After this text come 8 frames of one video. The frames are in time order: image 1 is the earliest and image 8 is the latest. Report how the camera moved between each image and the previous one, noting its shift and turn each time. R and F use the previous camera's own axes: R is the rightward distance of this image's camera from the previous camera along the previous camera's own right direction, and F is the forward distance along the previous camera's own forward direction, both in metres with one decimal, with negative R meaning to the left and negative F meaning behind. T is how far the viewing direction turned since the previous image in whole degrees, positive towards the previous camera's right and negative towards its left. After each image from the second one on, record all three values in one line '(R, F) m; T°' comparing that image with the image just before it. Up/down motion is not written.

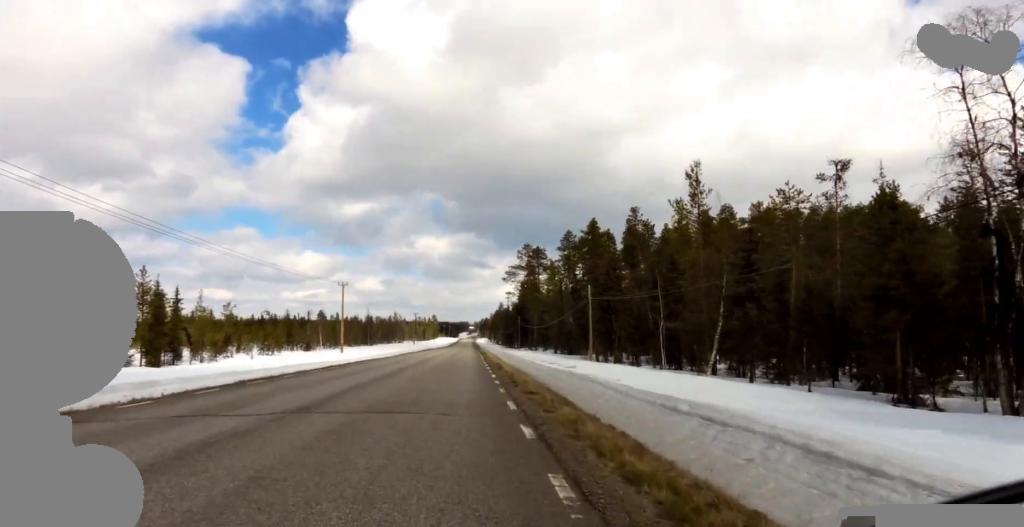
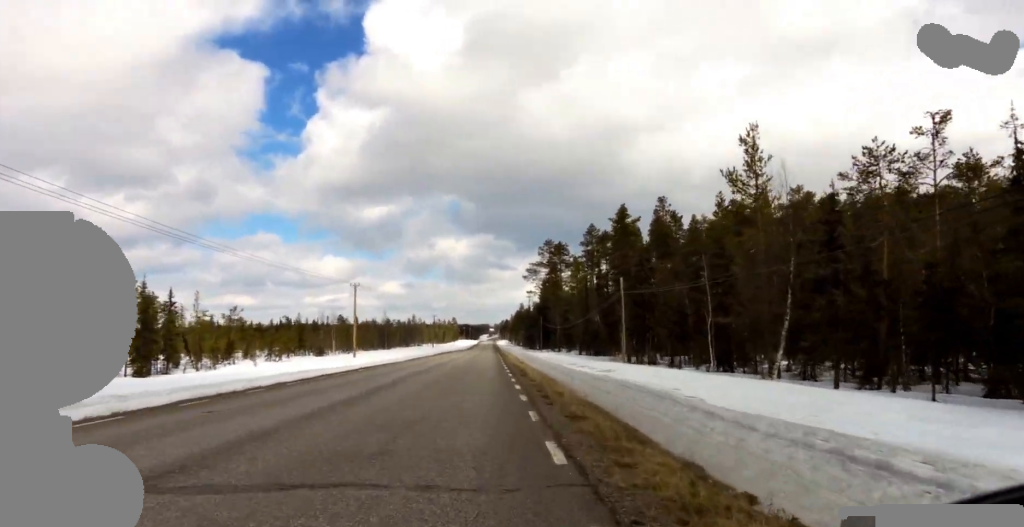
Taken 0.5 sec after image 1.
(0.0, +4.4) m; 0°
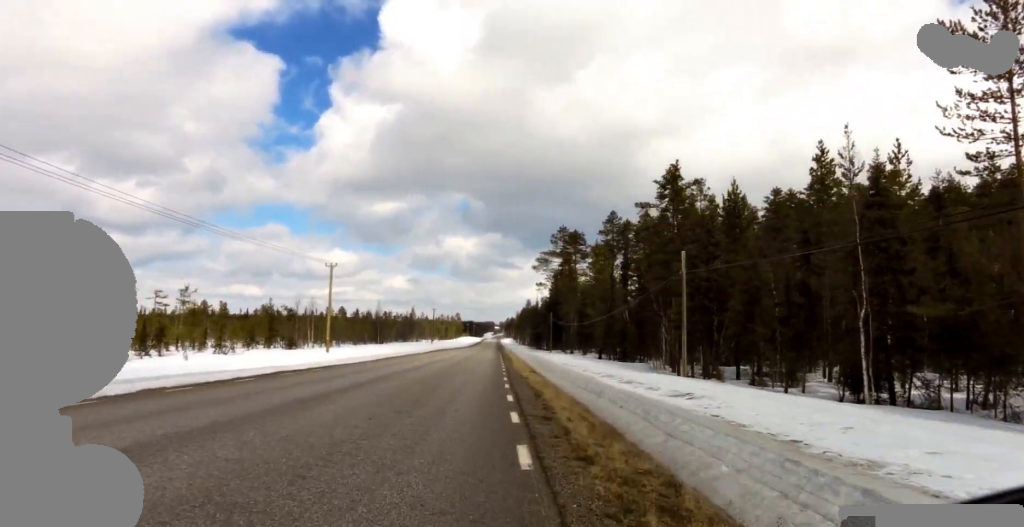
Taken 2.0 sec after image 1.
(-0.5, +11.8) m; -1°
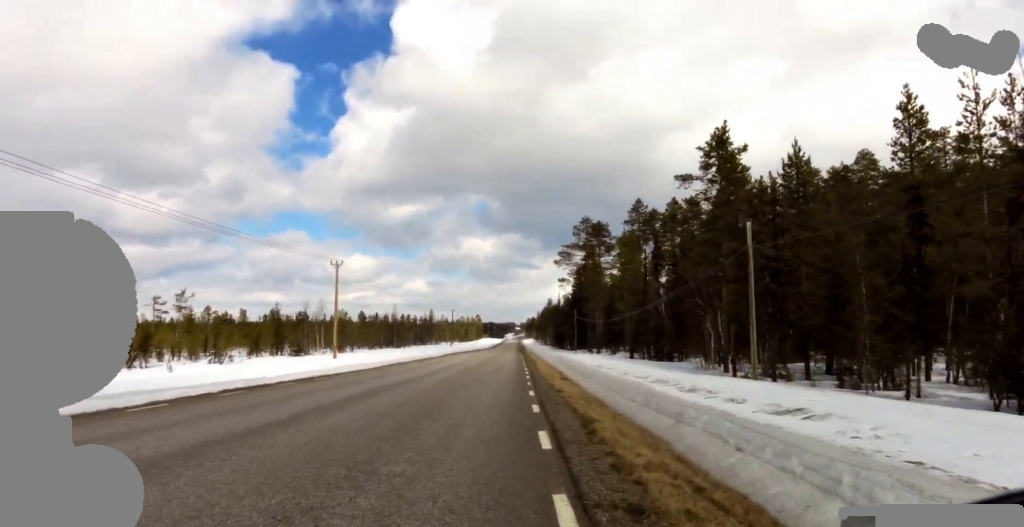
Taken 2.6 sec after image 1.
(-0.2, +4.8) m; +2°
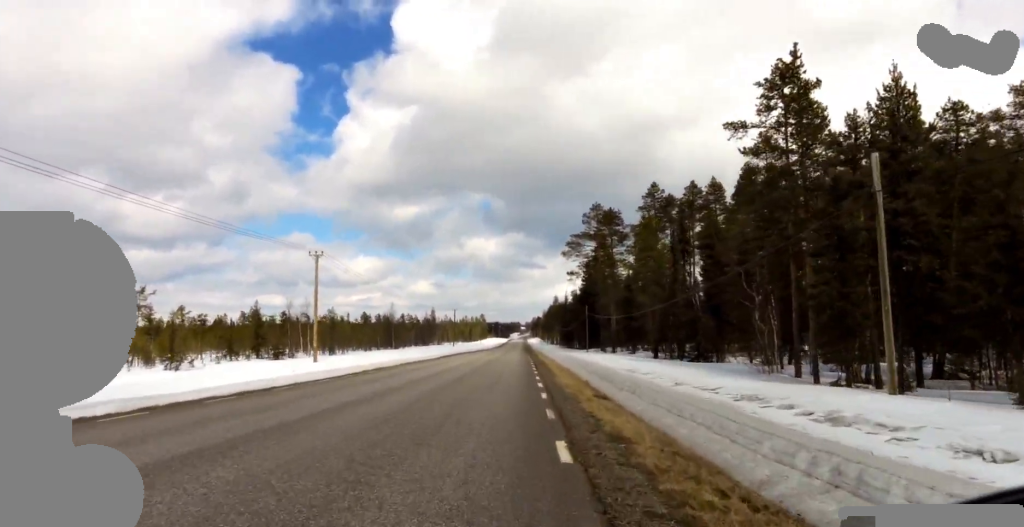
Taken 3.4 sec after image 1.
(+0.7, +6.5) m; +3°
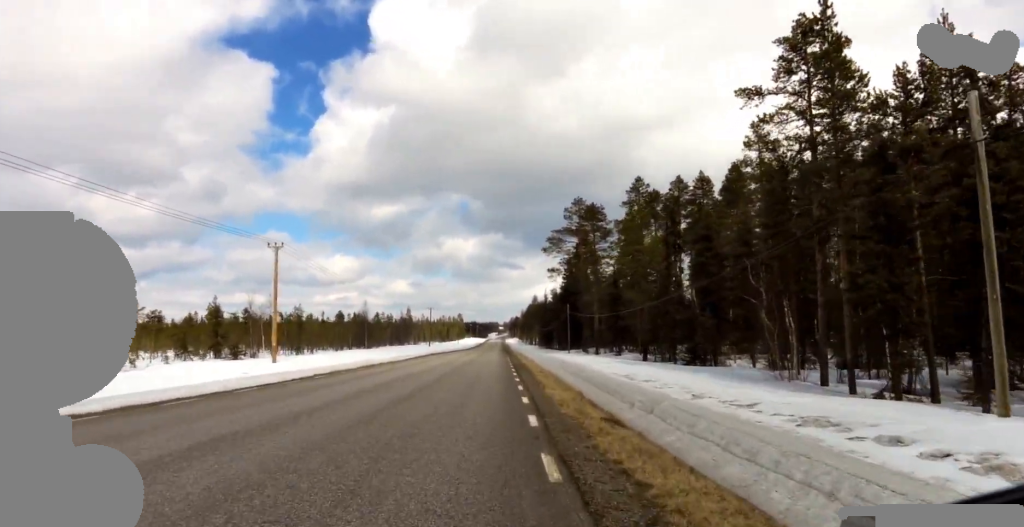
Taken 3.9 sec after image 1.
(-0.2, +3.5) m; -1°
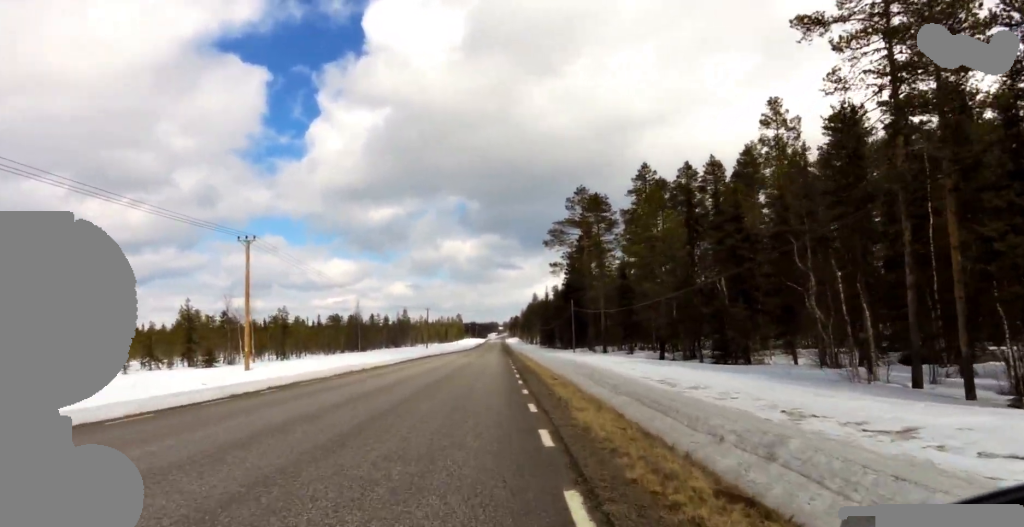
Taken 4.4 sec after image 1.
(-0.2, +4.3) m; -2°
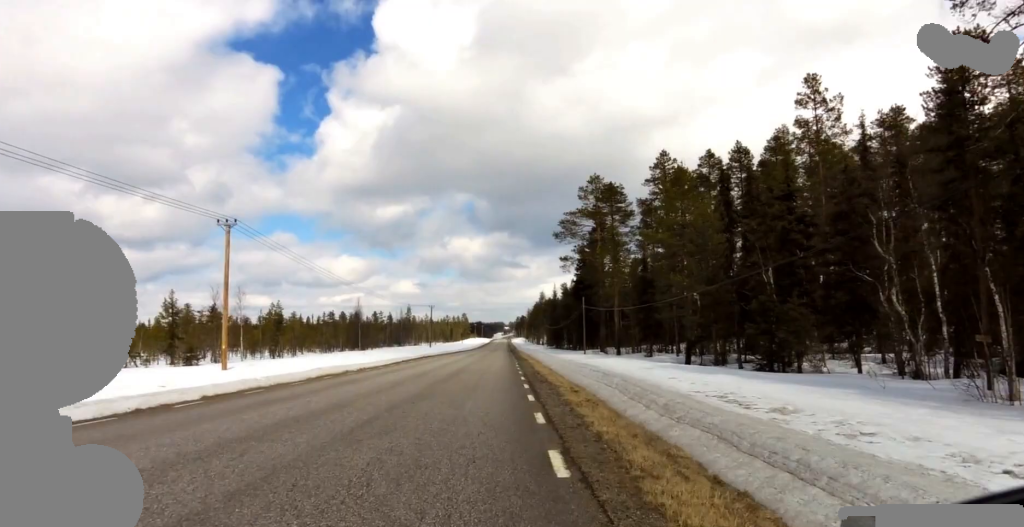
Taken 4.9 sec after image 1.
(0.0, +4.2) m; -2°
